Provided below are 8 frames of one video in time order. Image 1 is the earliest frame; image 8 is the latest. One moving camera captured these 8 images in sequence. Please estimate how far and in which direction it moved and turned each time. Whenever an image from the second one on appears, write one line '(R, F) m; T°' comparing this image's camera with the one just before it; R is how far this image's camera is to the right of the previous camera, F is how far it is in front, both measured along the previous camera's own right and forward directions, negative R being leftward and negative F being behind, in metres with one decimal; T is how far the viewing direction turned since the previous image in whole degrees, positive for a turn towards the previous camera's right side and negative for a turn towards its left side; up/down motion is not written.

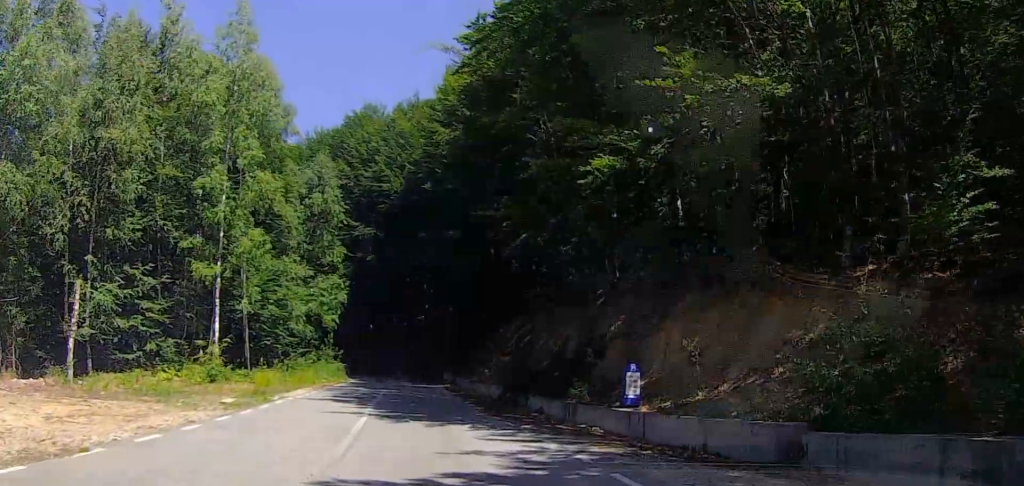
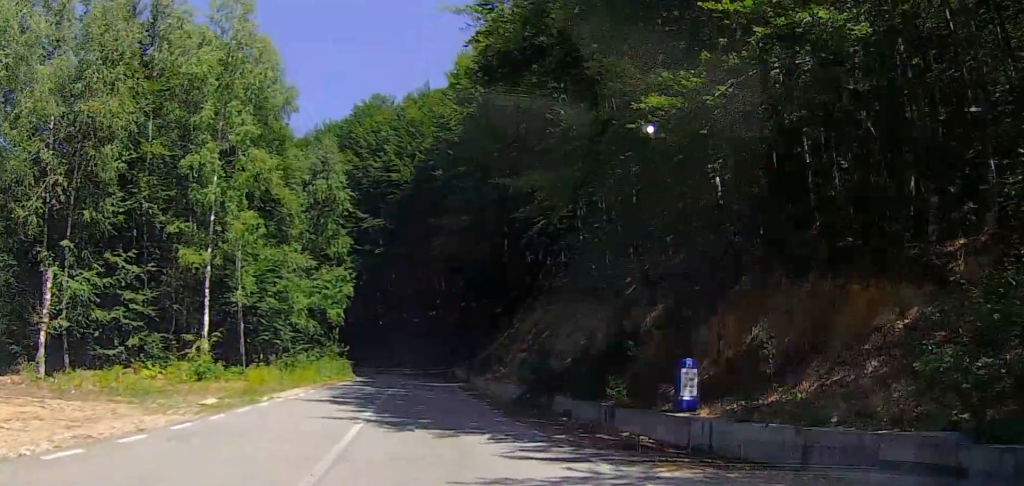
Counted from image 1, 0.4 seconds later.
(+0.4, +2.9) m; -2°
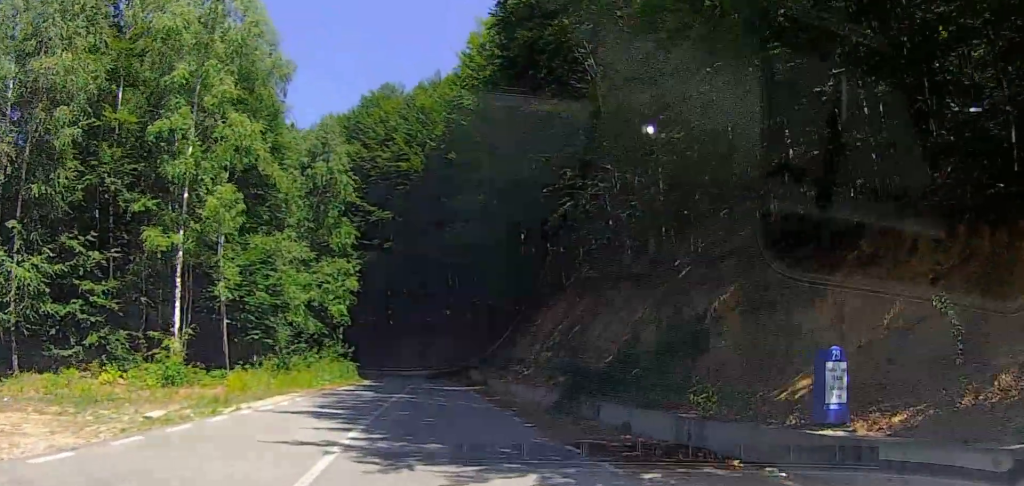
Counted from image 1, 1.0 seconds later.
(+0.1, +4.5) m; -2°
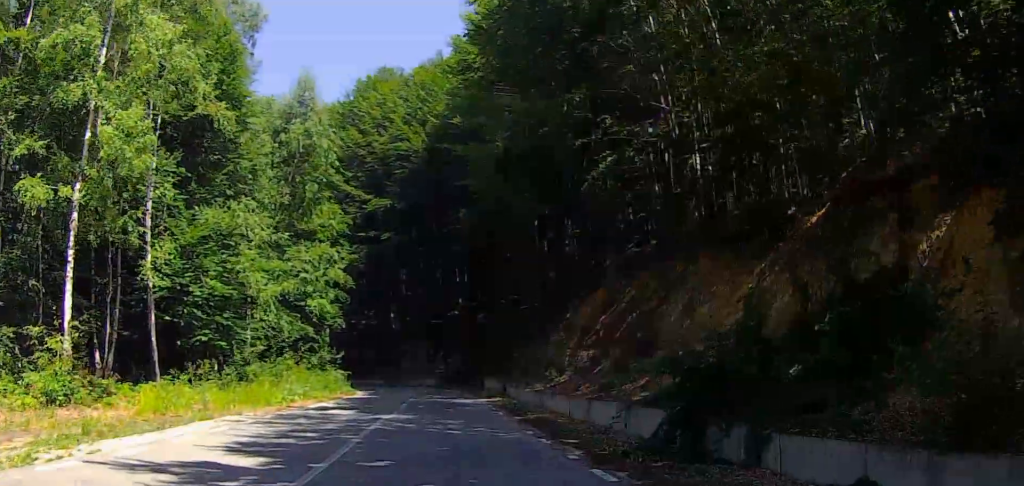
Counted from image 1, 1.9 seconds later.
(-0.9, +8.4) m; +1°
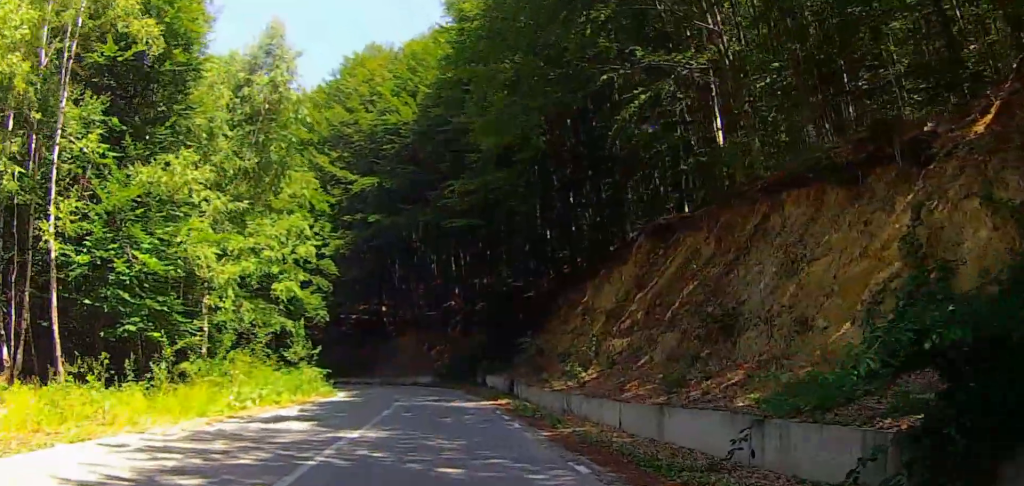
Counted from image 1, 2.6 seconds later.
(+1.1, +6.4) m; 0°
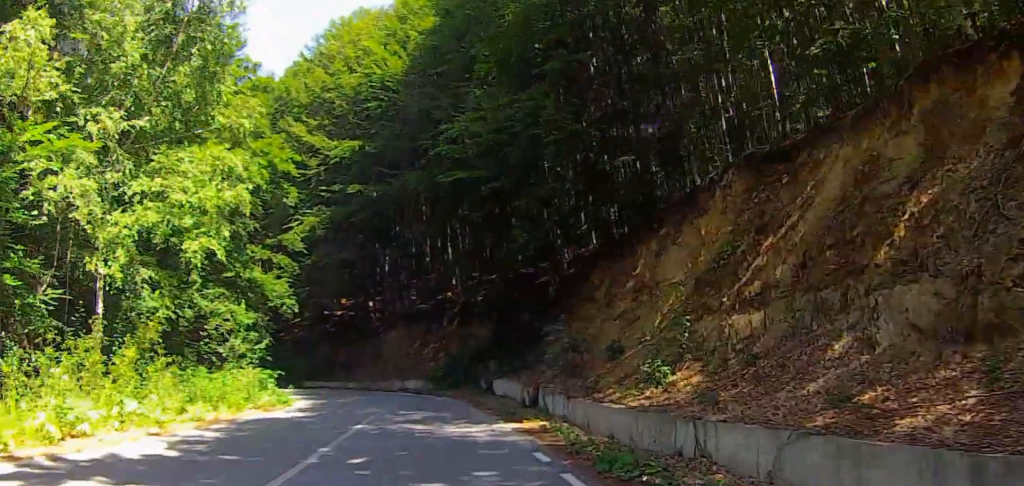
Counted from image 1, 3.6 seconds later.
(-0.9, +9.4) m; -6°
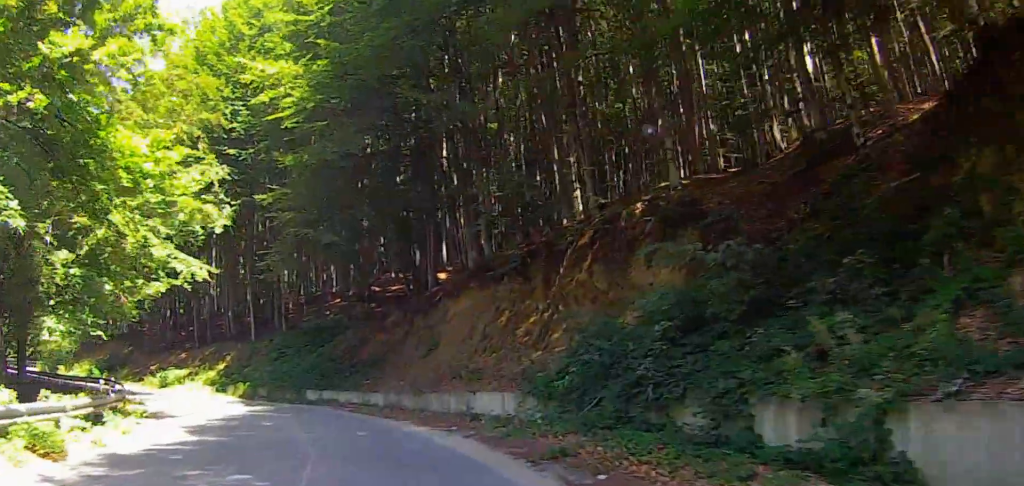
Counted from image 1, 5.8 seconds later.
(-0.6, +24.5) m; -18°
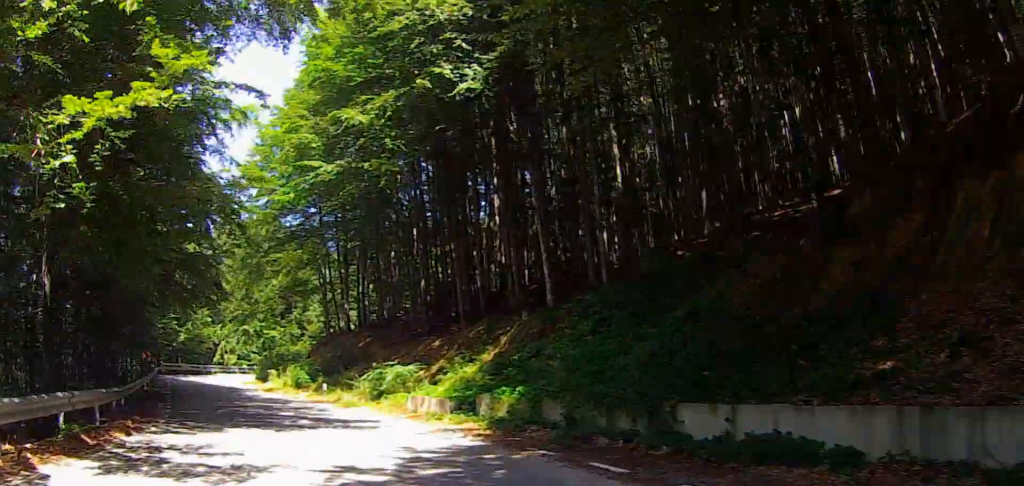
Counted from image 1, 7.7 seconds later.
(-6.0, +19.6) m; -18°
